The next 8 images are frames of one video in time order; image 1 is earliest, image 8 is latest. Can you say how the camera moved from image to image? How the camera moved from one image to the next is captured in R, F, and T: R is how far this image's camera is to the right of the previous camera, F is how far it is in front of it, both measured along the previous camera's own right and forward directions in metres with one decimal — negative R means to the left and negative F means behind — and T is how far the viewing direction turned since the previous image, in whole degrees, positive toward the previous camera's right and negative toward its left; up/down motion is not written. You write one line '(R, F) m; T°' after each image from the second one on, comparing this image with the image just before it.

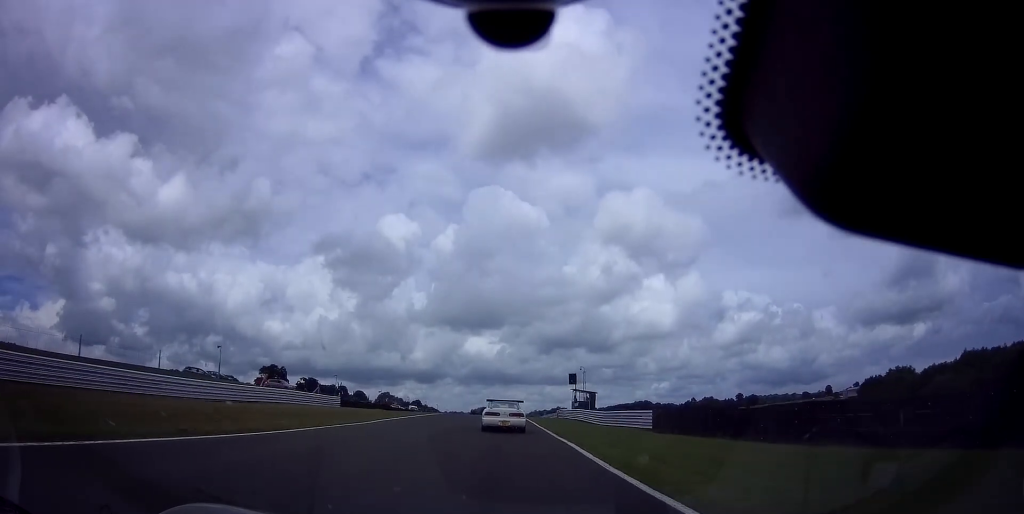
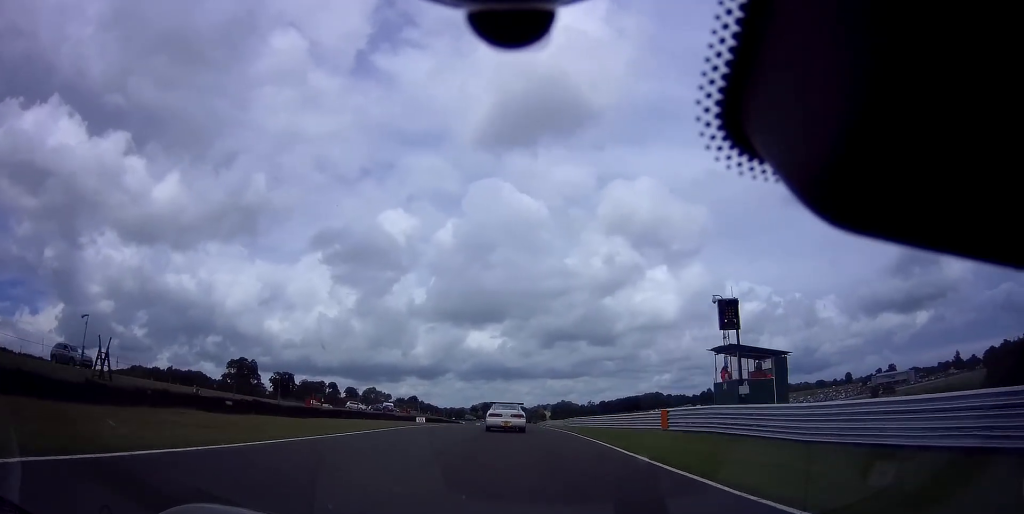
(-0.1, +42.3) m; 0°
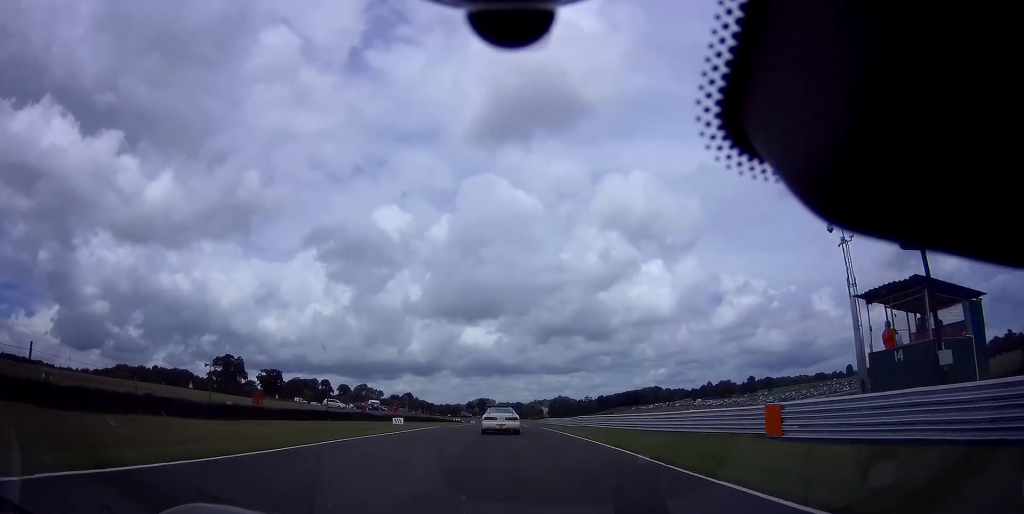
(0.0, +11.1) m; 0°
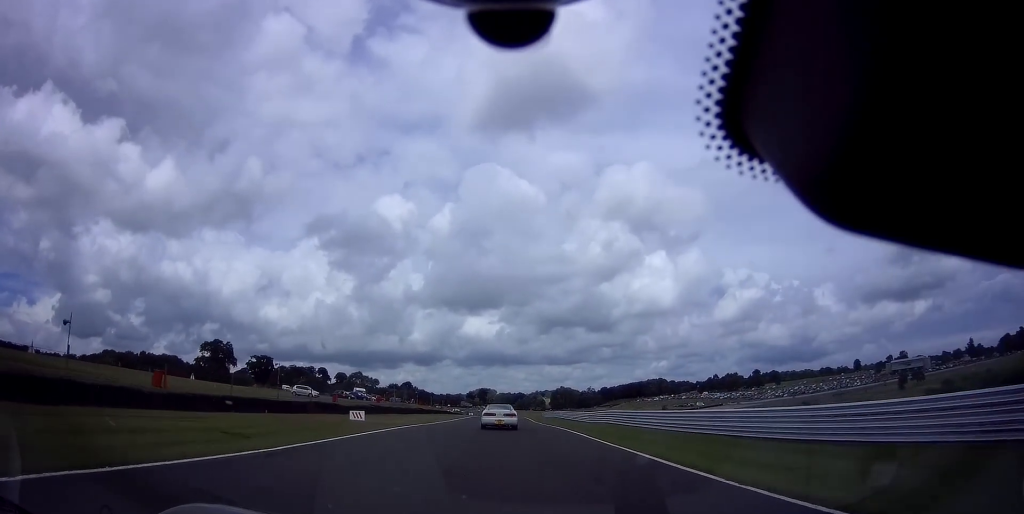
(+0.1, +13.6) m; 0°
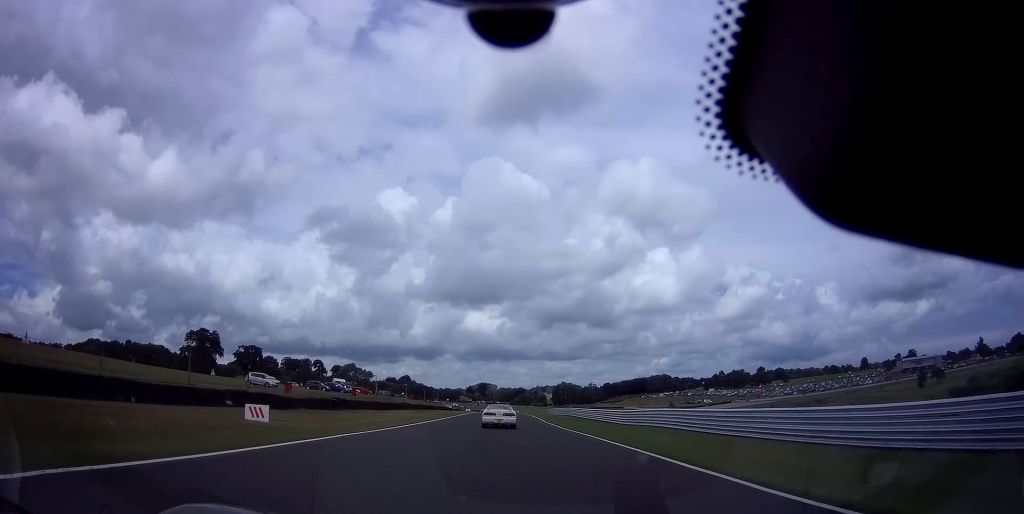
(0.0, +13.9) m; 0°
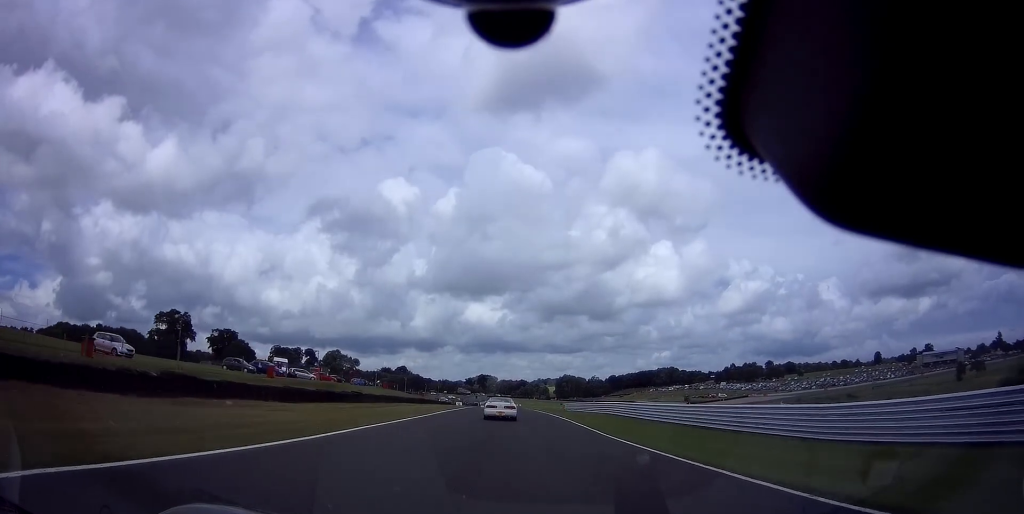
(0.0, +25.5) m; 0°
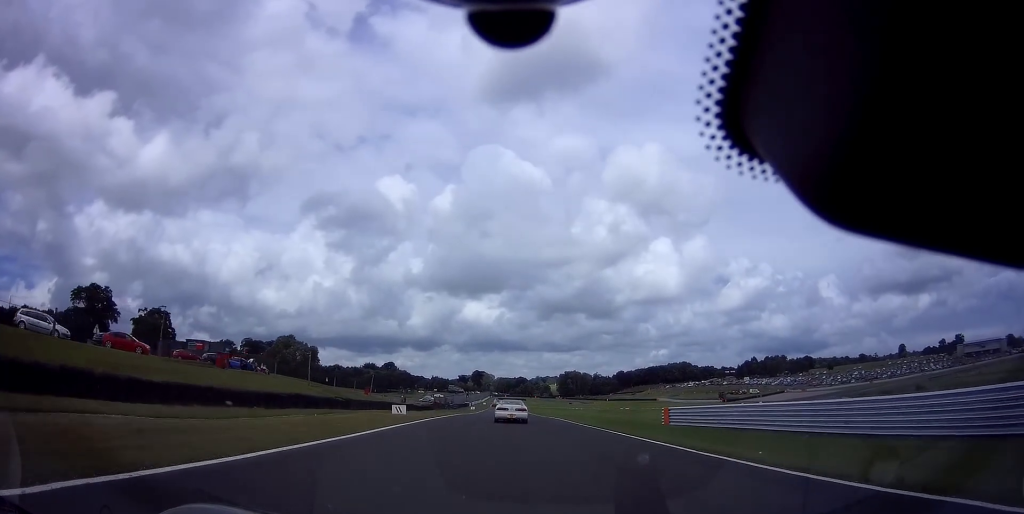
(+0.1, +49.6) m; 0°
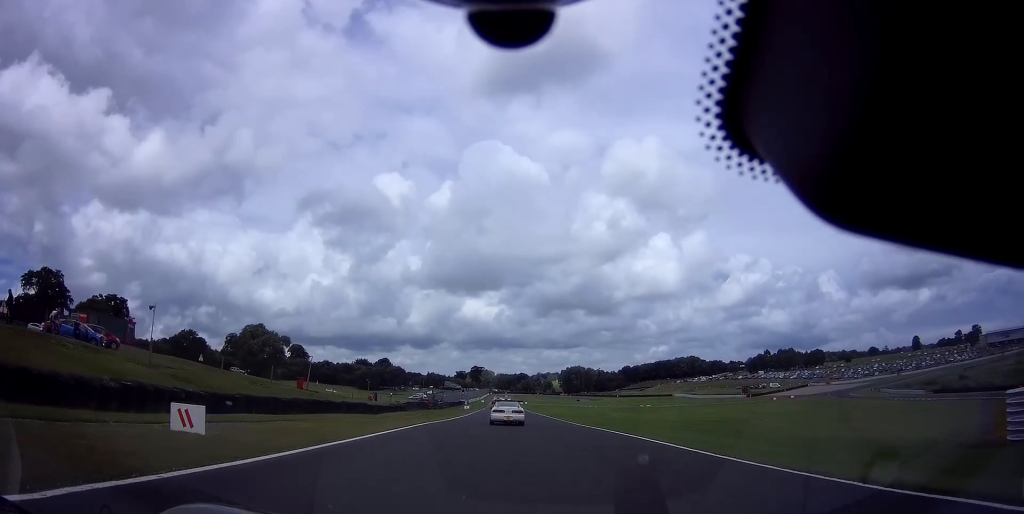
(-0.1, +23.9) m; 0°
